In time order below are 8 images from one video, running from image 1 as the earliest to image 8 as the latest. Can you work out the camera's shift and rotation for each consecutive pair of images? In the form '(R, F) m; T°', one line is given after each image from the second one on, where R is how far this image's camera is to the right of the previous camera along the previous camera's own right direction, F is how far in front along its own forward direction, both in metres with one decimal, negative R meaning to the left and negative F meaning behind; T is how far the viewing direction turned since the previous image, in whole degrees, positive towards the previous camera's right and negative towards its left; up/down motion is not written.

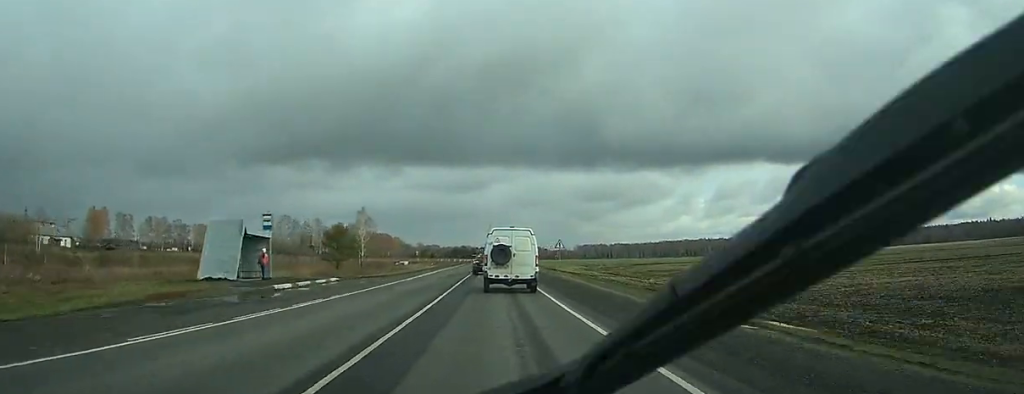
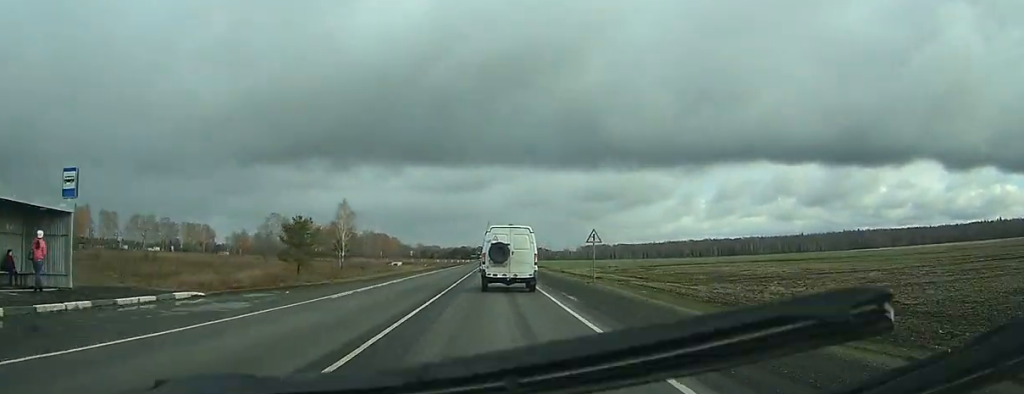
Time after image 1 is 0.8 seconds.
(0.0, +17.3) m; 0°
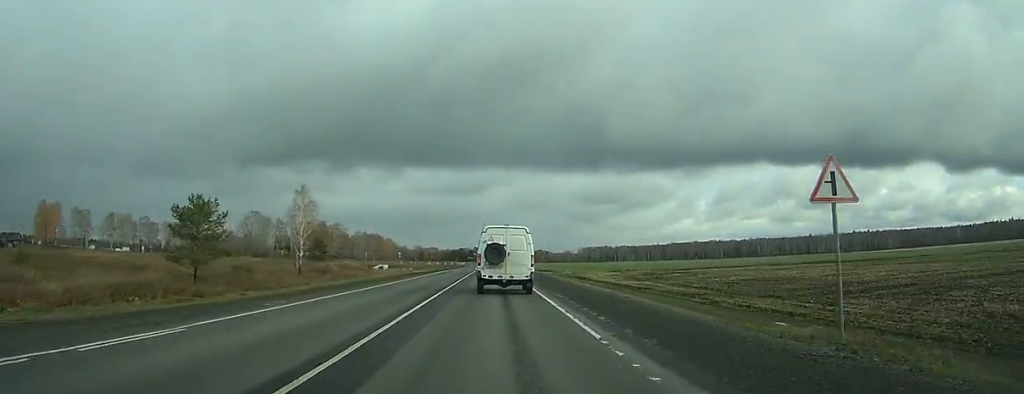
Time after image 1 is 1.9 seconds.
(0.0, +23.9) m; 0°
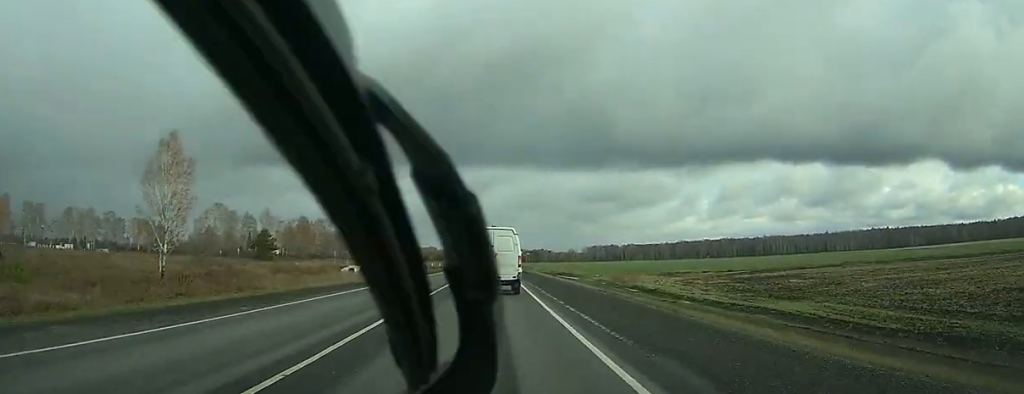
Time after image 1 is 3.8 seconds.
(+0.2, +37.6) m; 0°
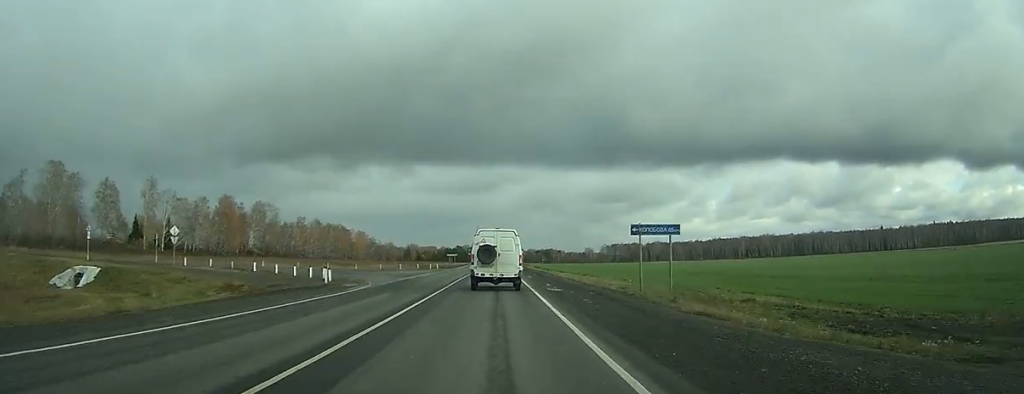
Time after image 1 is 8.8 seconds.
(+0.1, +103.0) m; 0°
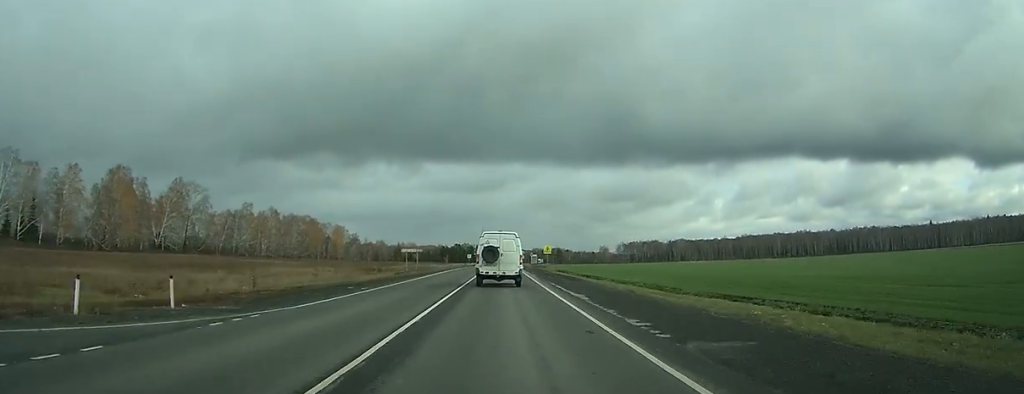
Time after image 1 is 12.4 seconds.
(0.0, +72.5) m; 0°
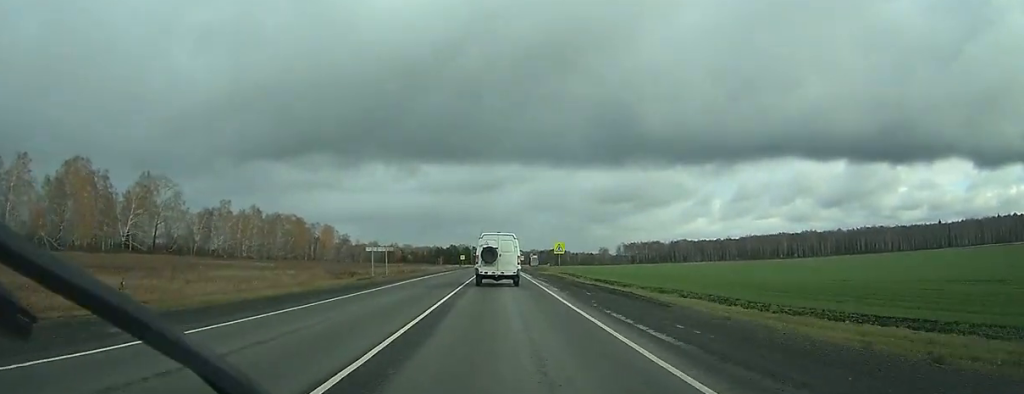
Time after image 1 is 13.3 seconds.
(0.0, +16.8) m; 0°
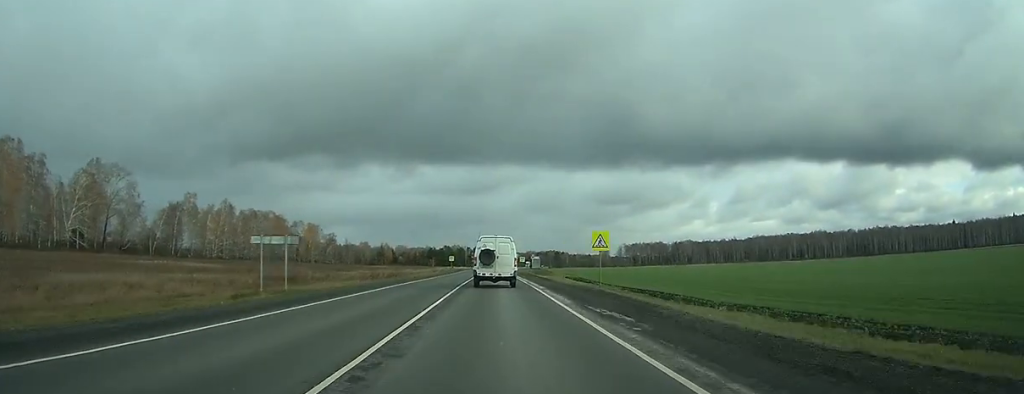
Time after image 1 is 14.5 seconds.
(+0.1, +23.2) m; 0°
